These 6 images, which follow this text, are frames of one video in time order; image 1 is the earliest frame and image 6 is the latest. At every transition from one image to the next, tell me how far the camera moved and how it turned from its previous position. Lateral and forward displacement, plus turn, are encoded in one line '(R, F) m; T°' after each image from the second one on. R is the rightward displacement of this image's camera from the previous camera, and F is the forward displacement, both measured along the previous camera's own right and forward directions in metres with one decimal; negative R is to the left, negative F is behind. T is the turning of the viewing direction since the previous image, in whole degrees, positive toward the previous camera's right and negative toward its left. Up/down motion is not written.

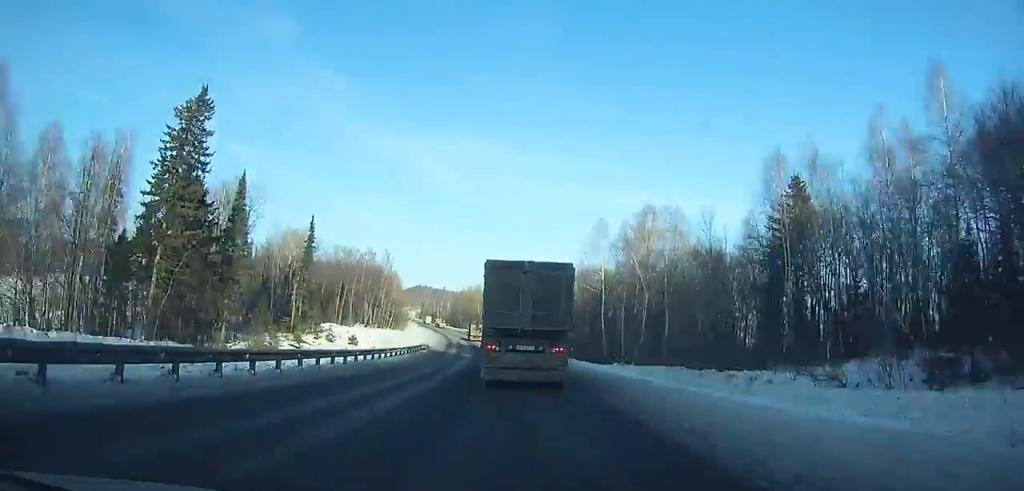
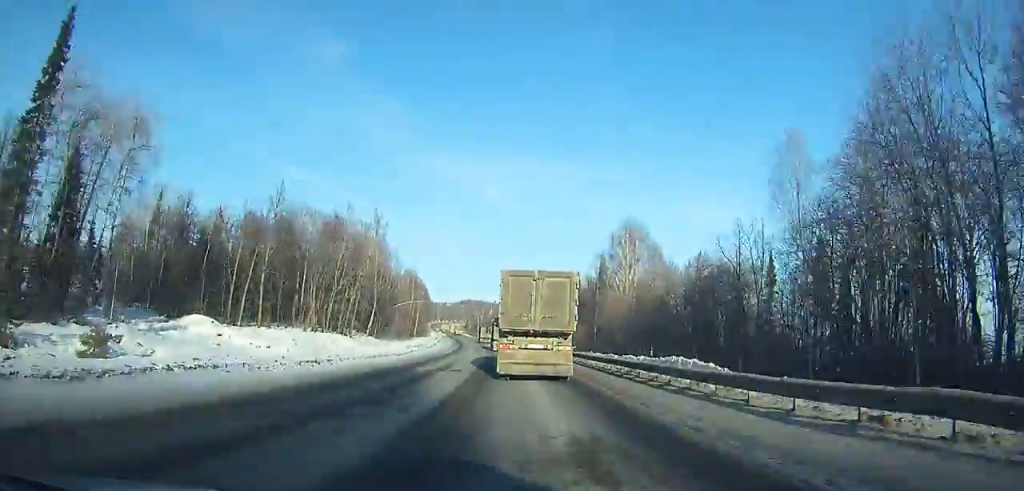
(-4.5, +77.2) m; -6°
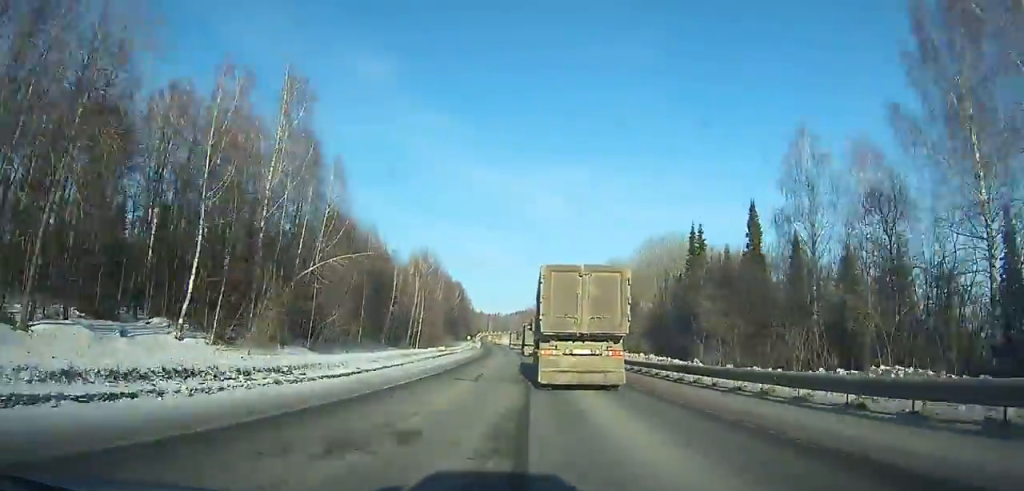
(-2.5, +68.8) m; -4°
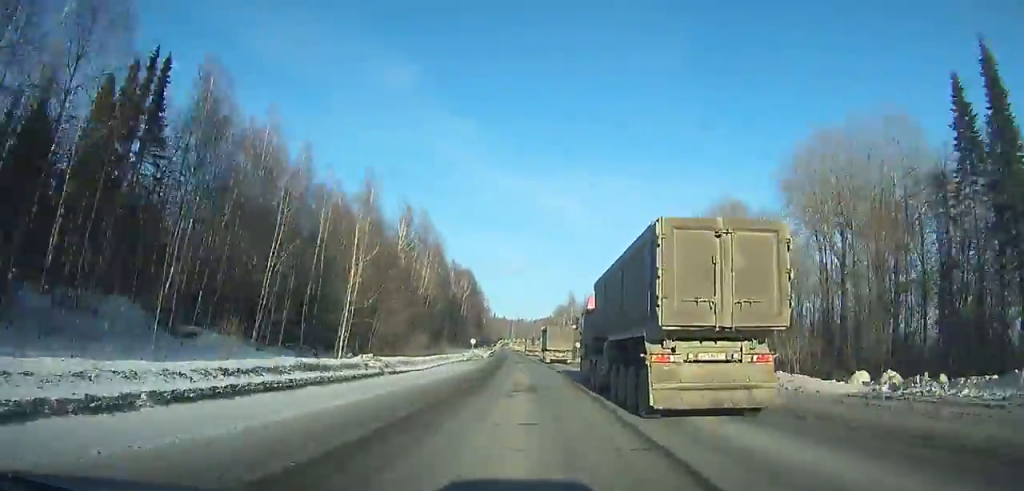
(-1.1, +50.4) m; -2°
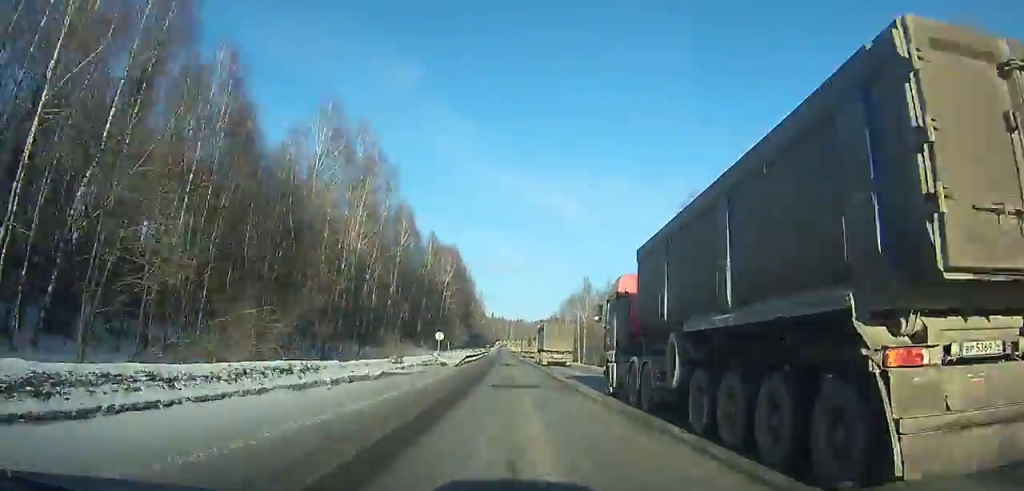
(-0.4, +37.6) m; 0°
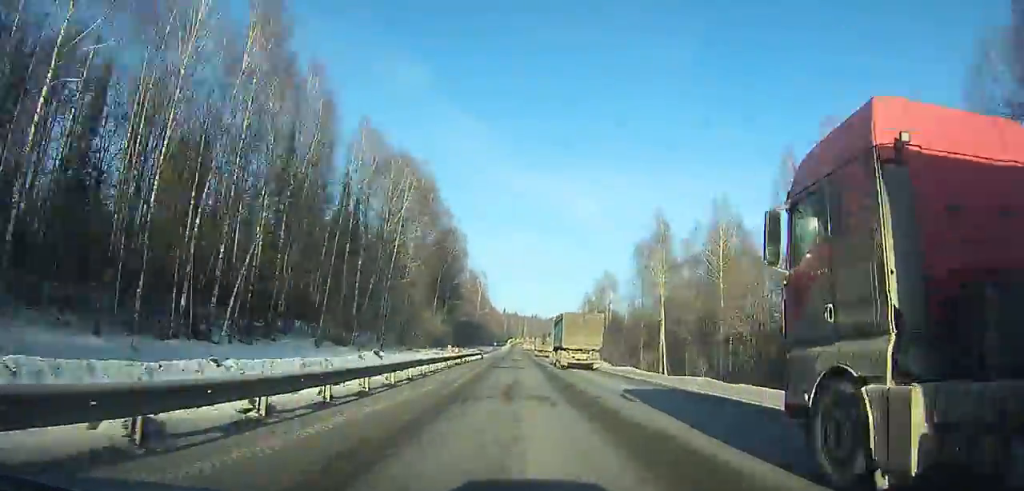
(-0.3, +55.6) m; 0°
